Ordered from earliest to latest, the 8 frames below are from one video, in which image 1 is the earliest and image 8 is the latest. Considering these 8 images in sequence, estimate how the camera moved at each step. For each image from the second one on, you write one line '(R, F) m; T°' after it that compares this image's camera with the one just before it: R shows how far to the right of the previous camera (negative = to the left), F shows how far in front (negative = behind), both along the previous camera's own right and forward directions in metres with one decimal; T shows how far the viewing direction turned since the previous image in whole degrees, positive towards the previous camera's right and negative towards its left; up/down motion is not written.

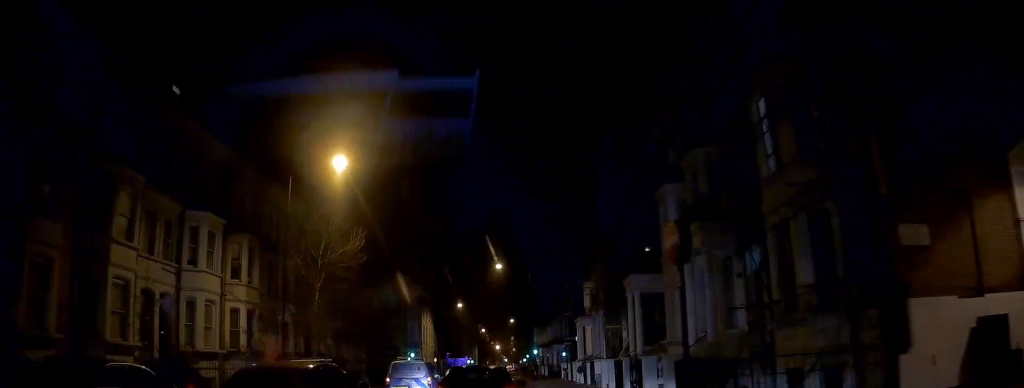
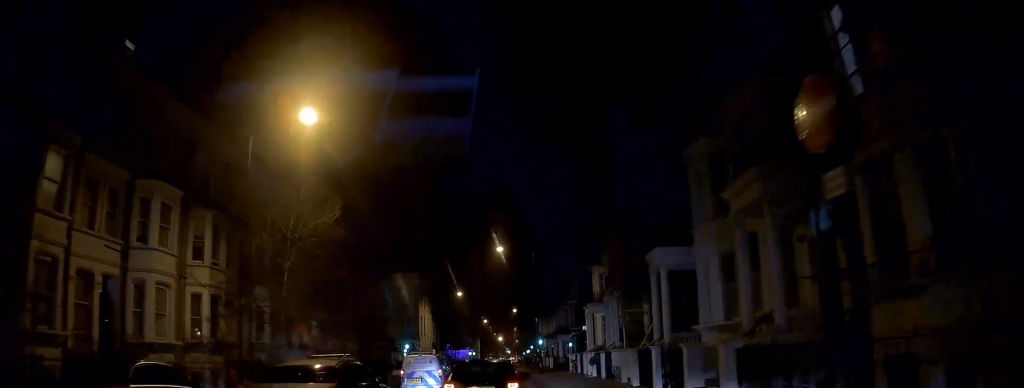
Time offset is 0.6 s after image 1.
(-0.1, +4.4) m; 0°
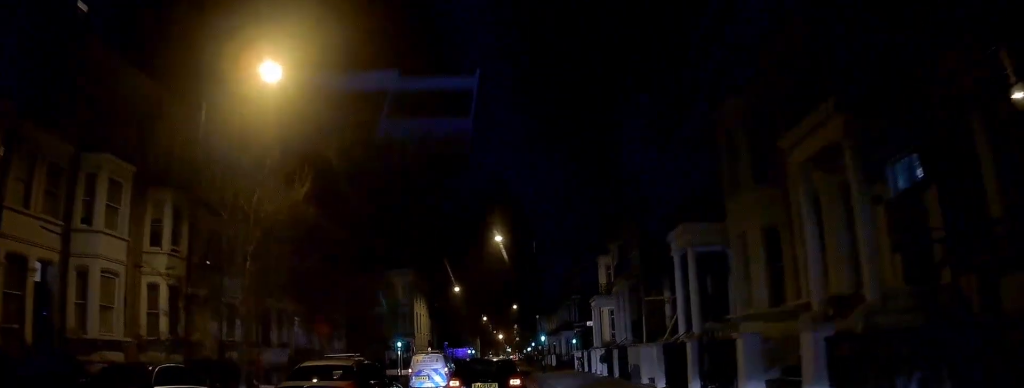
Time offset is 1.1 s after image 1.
(0.0, +3.6) m; 0°
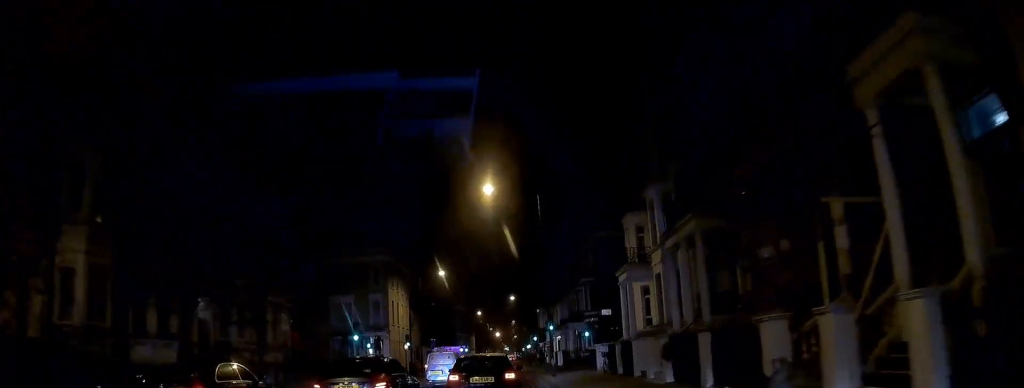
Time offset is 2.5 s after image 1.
(-0.1, +12.0) m; -1°
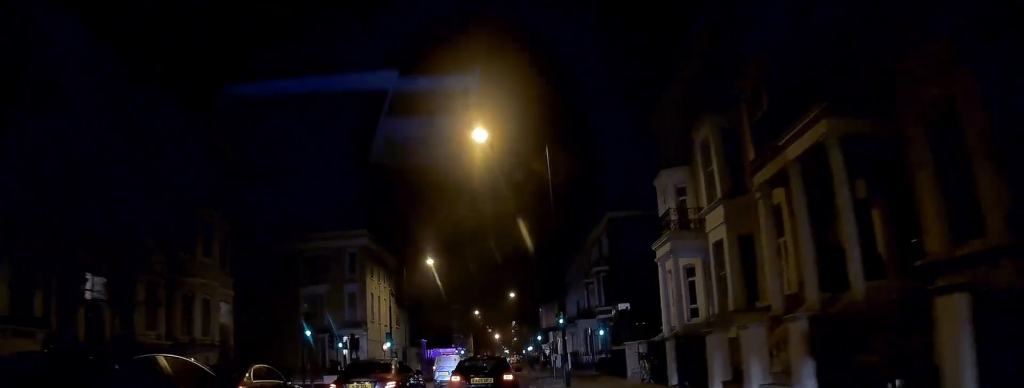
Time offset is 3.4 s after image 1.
(0.0, +8.2) m; +1°
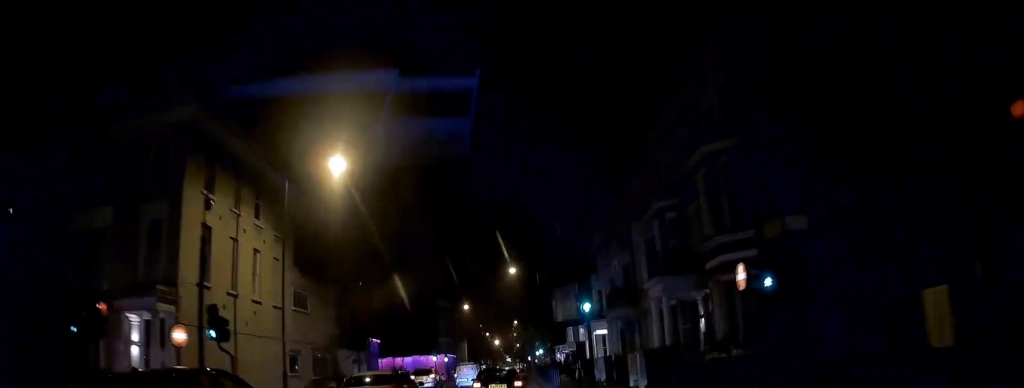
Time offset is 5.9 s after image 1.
(0.0, +27.2) m; -1°
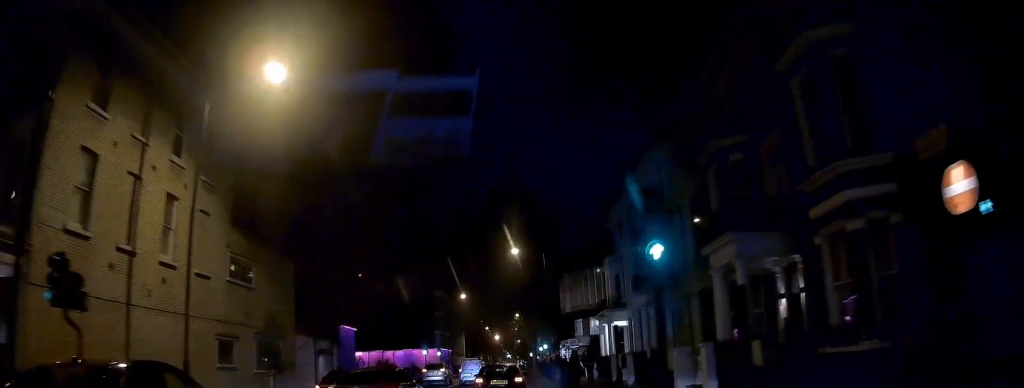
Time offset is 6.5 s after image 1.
(-0.1, +7.5) m; 0°
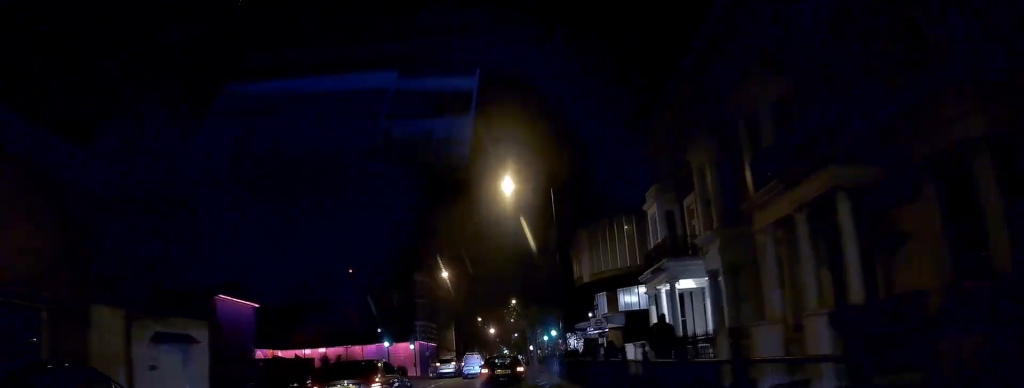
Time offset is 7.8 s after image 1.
(+0.2, +15.8) m; +2°
